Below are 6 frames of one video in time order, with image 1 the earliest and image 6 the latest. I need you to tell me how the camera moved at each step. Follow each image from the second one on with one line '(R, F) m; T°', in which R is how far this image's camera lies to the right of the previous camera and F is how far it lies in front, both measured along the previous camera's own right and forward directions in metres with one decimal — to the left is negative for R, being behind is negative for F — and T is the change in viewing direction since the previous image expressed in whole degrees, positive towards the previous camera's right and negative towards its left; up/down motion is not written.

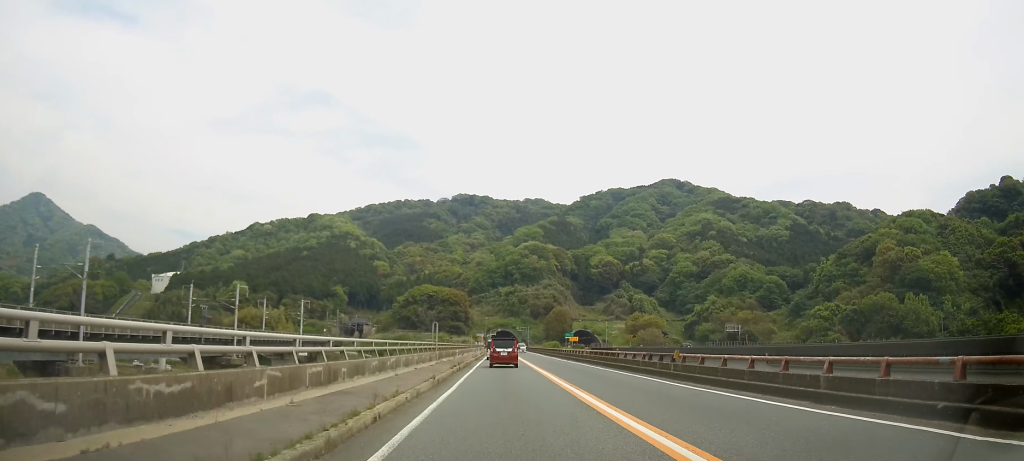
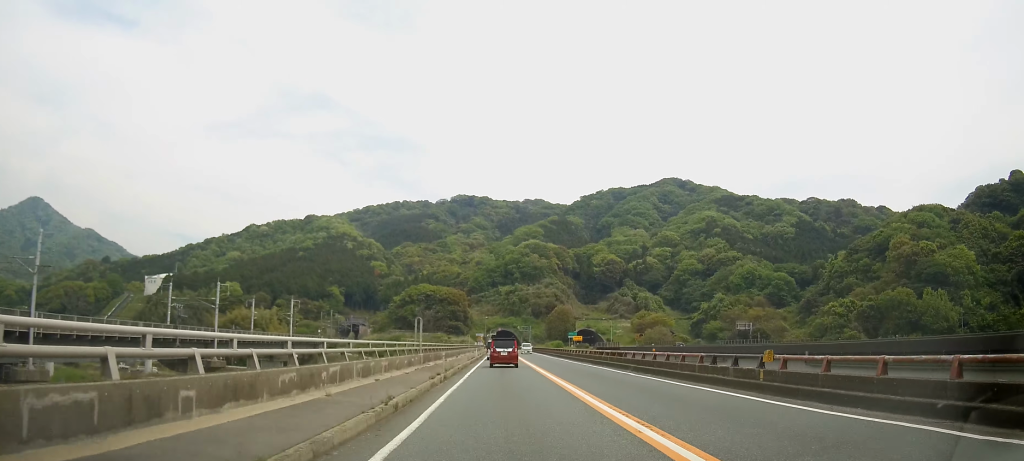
(0.0, +7.9) m; 0°
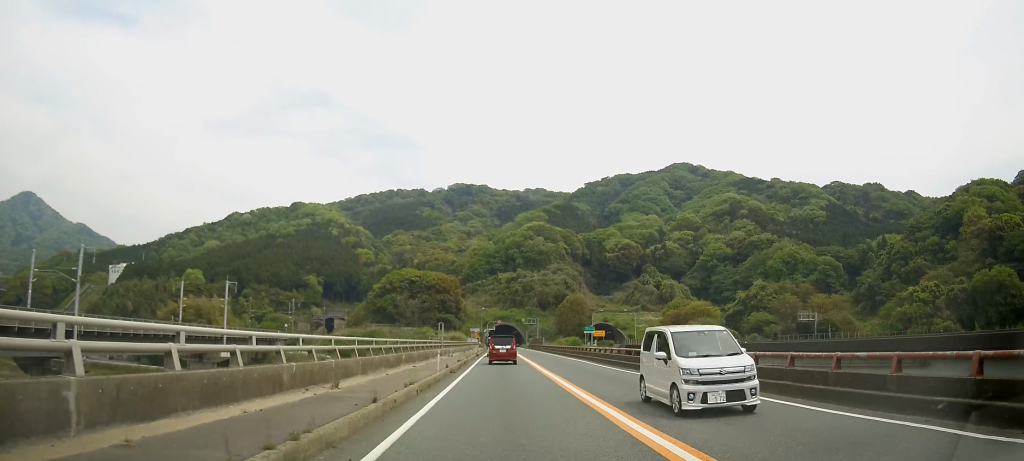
(0.0, +36.5) m; 0°
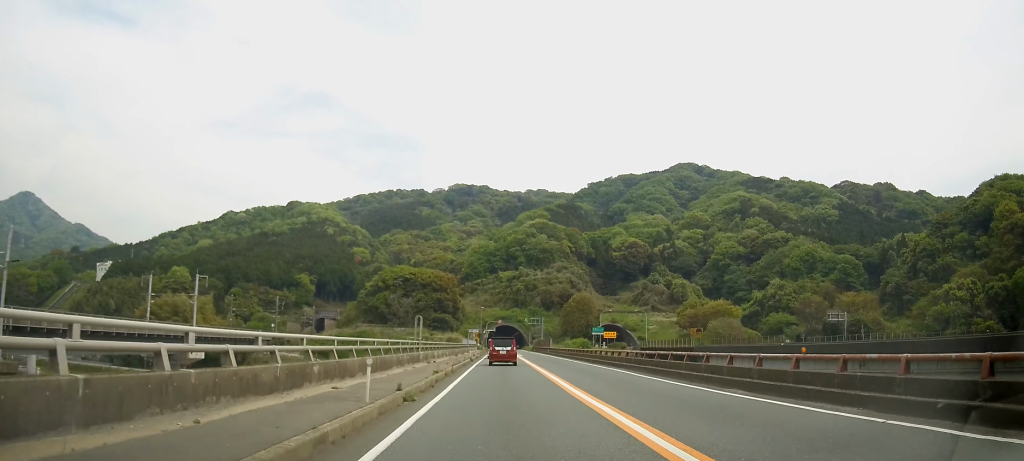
(0.0, +12.1) m; 0°
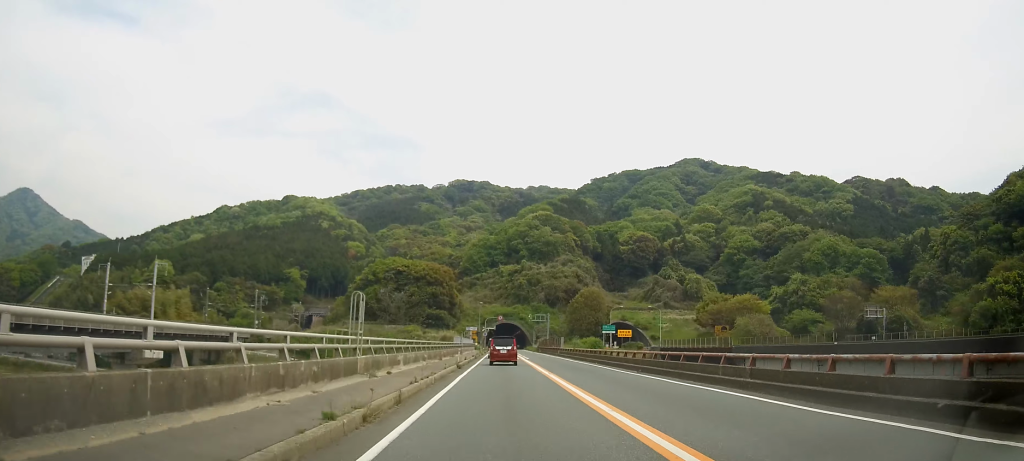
(0.0, +13.5) m; 0°
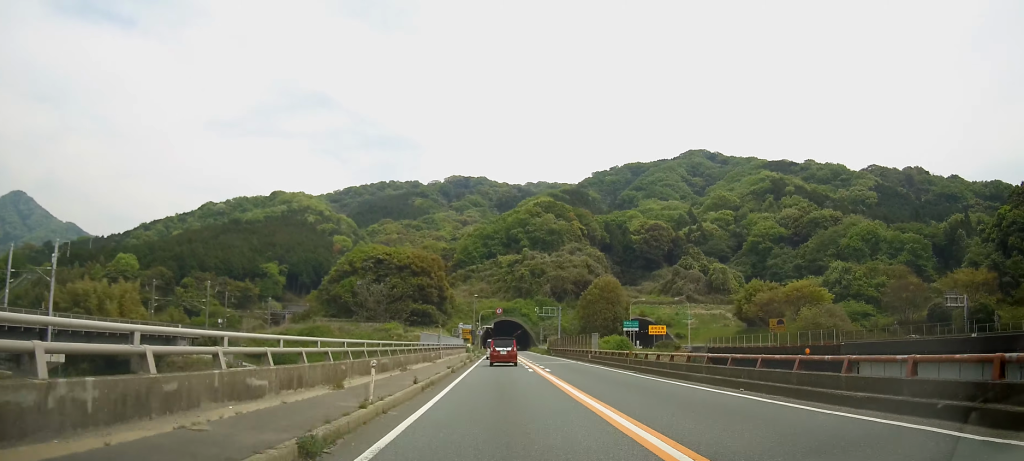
(+0.2, +22.7) m; 0°
